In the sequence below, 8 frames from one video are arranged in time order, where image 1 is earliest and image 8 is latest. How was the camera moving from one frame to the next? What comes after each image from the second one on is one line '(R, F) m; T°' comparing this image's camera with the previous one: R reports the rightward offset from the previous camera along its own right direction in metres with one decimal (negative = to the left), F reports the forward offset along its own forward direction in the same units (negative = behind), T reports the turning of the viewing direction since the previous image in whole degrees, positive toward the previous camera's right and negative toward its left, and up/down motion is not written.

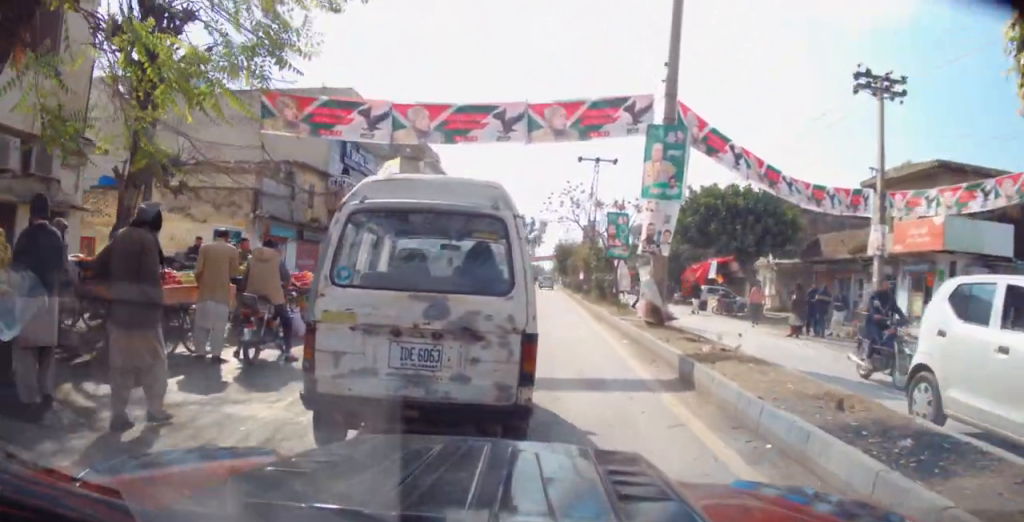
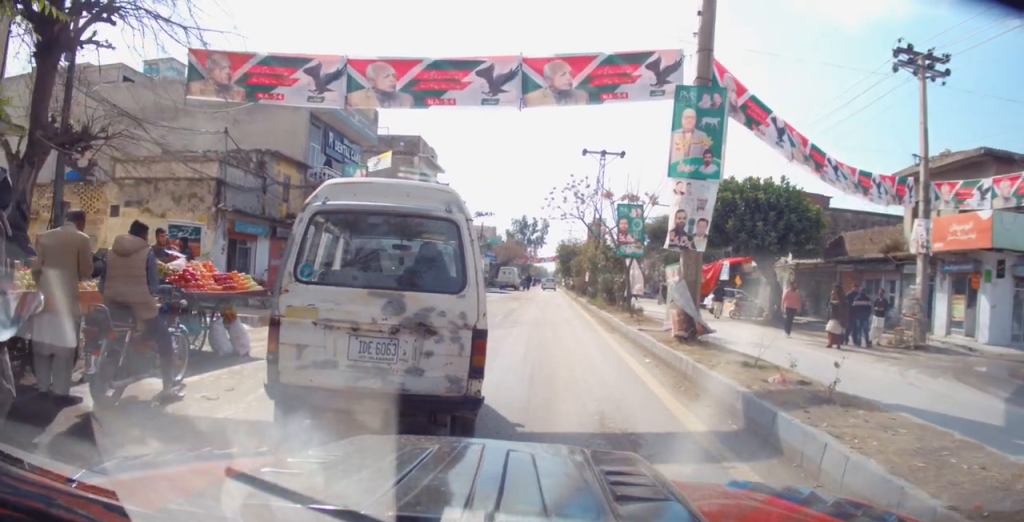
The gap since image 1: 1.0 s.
(0.0, +2.8) m; 0°
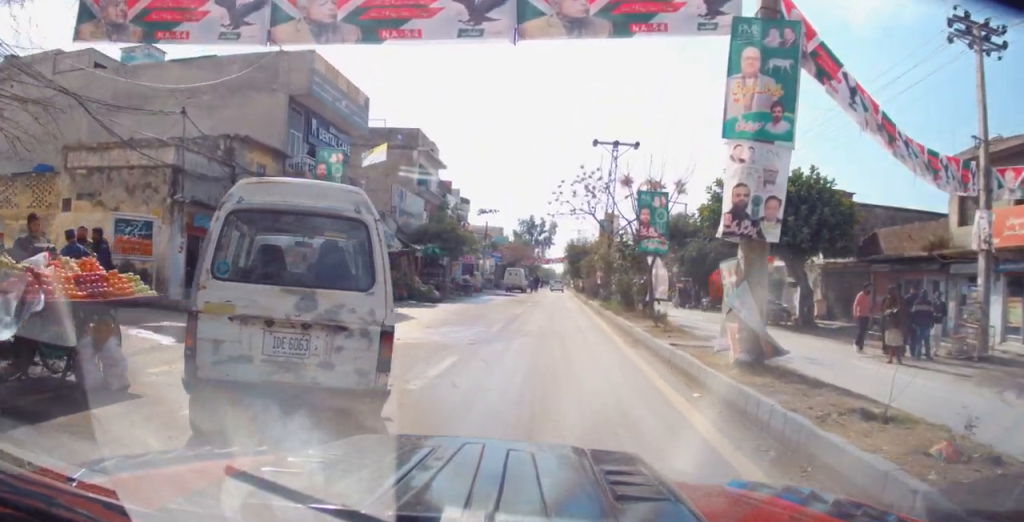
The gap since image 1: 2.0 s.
(0.0, +2.9) m; 0°
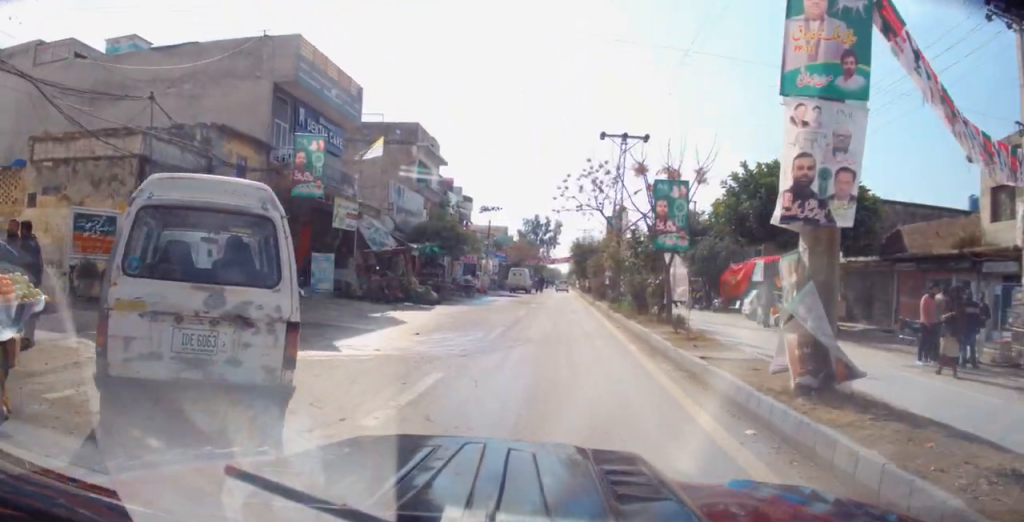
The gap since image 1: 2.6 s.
(0.0, +1.6) m; 0°
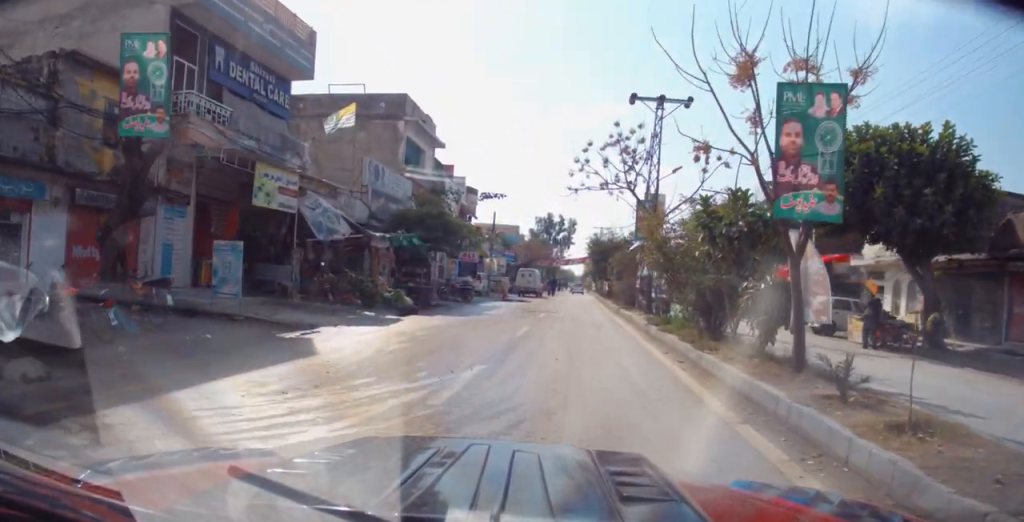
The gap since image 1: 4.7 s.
(0.0, +6.6) m; 0°
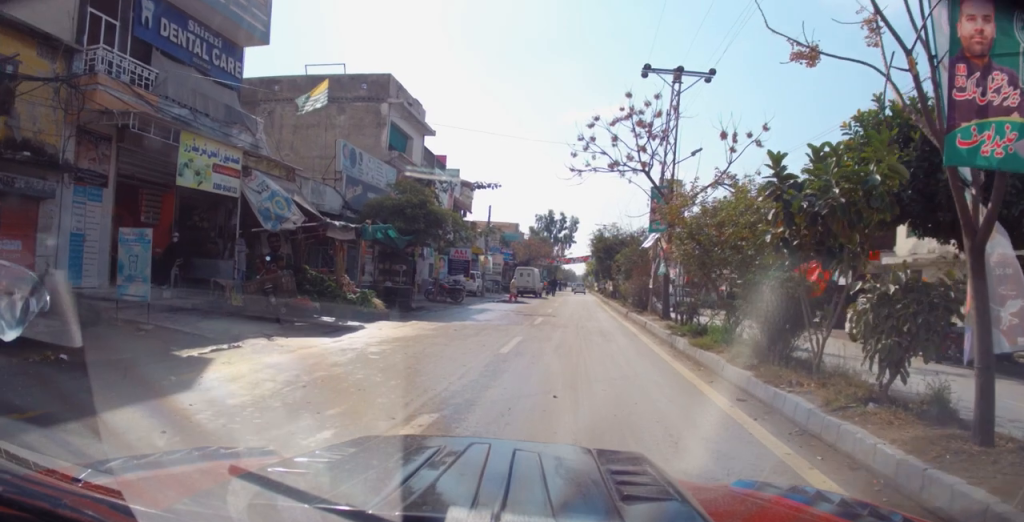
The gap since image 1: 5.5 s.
(0.0, +3.3) m; -1°
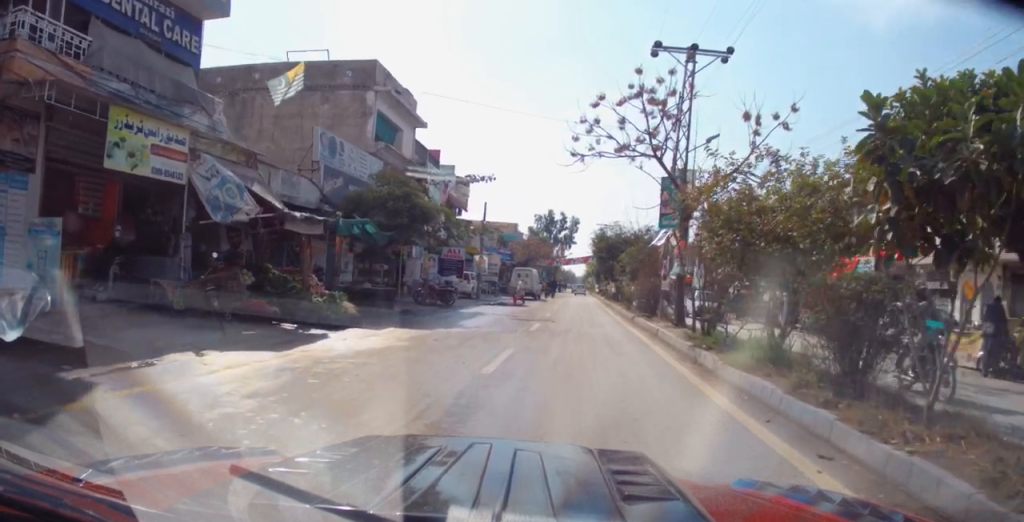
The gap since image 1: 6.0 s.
(0.0, +2.1) m; -1°
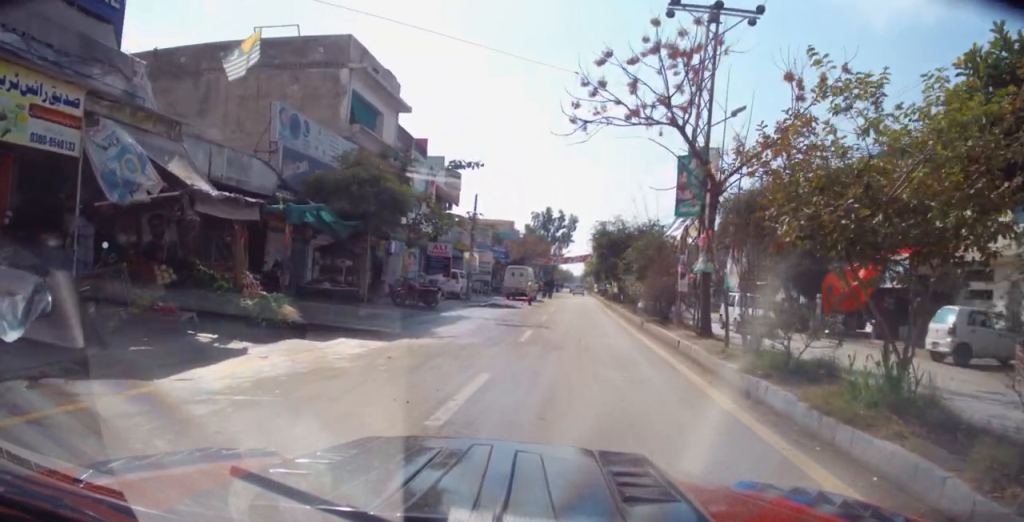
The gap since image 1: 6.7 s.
(-0.1, +3.1) m; -1°
